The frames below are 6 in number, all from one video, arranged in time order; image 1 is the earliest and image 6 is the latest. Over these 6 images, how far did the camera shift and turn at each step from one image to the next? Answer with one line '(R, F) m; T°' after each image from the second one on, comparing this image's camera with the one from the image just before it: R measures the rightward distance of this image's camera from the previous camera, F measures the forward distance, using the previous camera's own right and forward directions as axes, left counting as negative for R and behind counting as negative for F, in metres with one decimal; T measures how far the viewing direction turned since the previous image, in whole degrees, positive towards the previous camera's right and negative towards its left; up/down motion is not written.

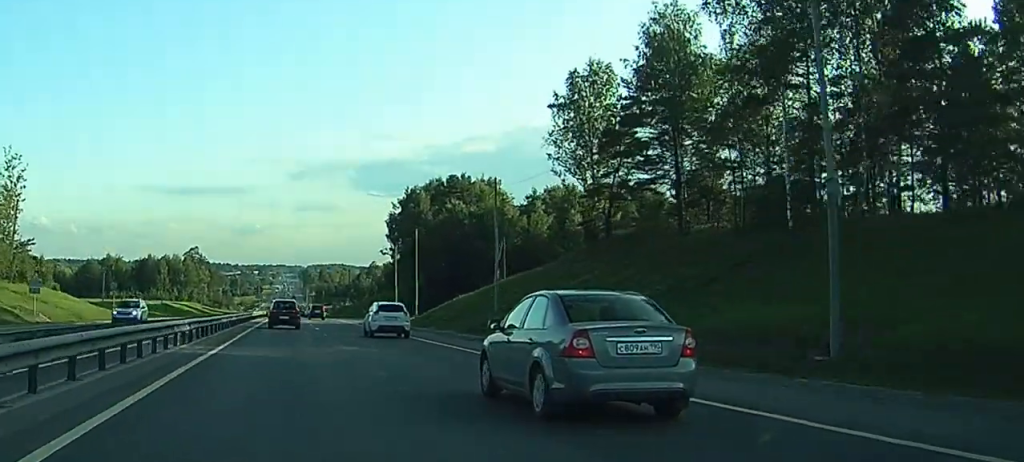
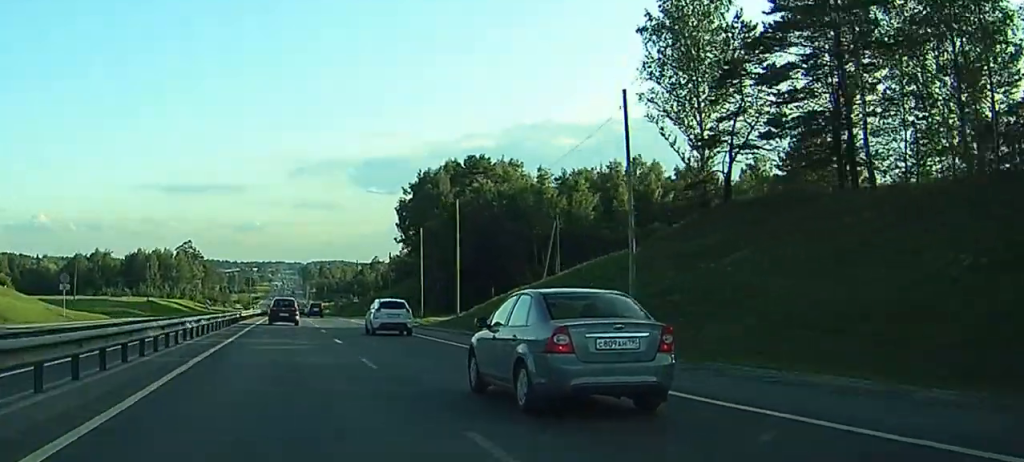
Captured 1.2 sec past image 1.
(-0.3, +21.3) m; -2°
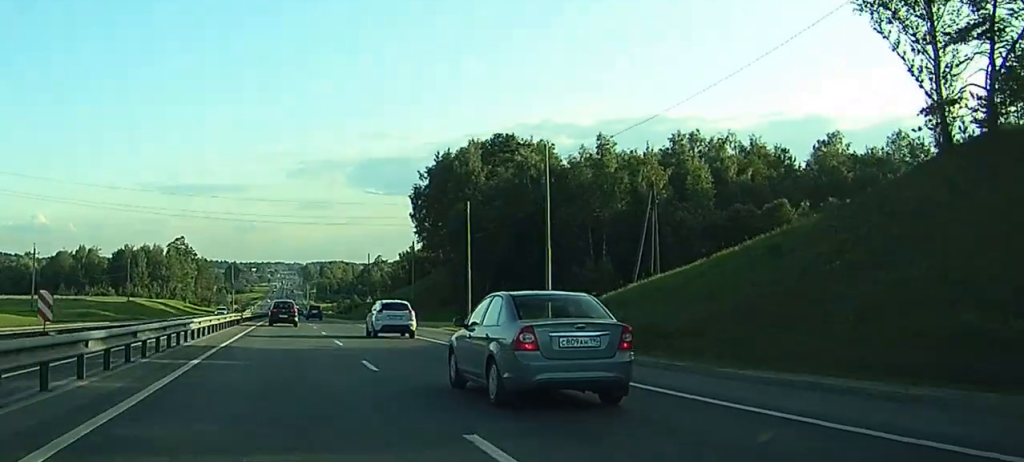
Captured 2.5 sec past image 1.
(-0.2, +23.2) m; 0°
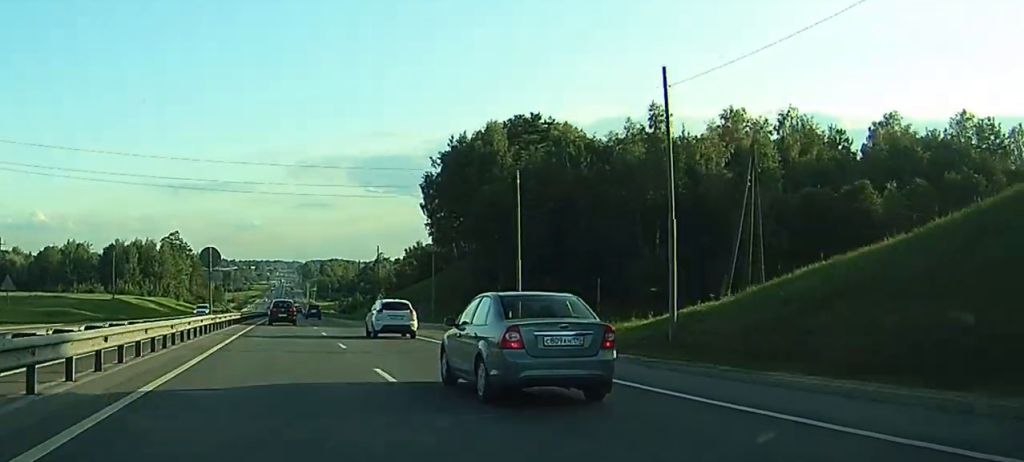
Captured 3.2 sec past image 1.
(+0.1, +14.4) m; 0°
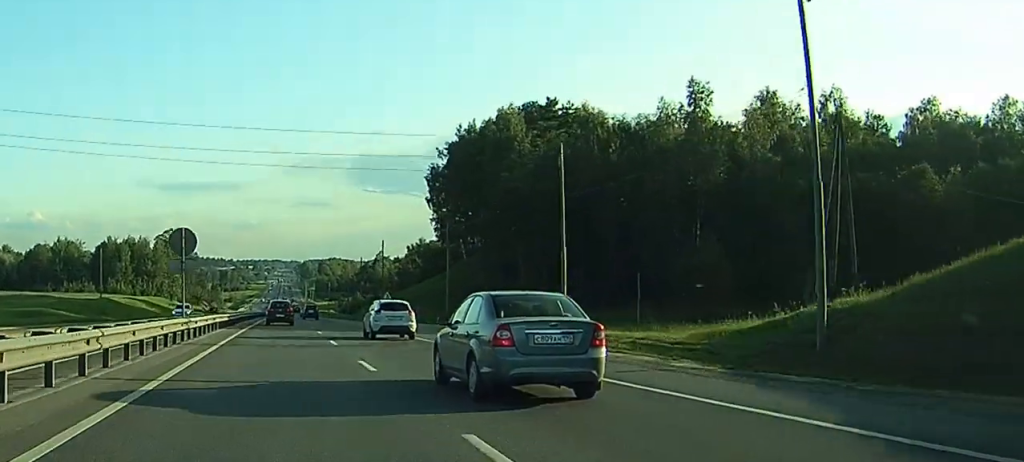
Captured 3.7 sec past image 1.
(+0.1, +8.8) m; 0°
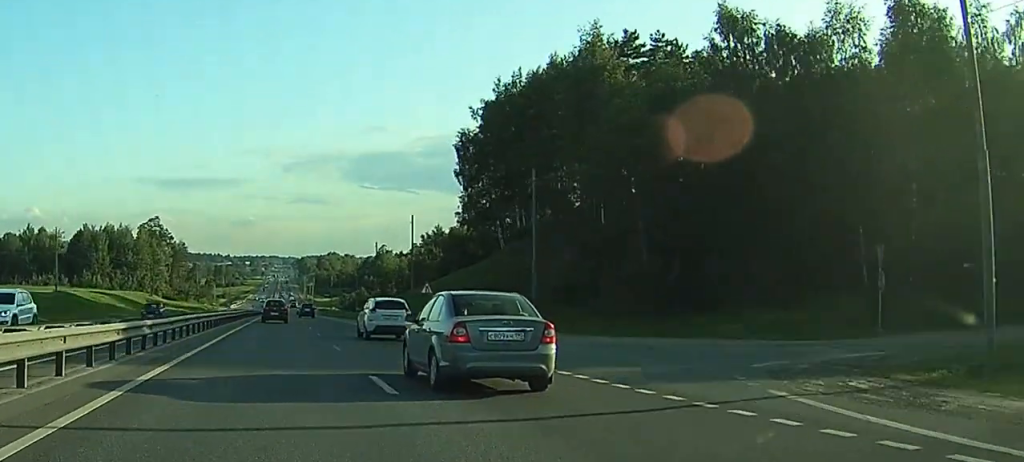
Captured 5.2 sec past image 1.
(0.0, +28.6) m; 0°
